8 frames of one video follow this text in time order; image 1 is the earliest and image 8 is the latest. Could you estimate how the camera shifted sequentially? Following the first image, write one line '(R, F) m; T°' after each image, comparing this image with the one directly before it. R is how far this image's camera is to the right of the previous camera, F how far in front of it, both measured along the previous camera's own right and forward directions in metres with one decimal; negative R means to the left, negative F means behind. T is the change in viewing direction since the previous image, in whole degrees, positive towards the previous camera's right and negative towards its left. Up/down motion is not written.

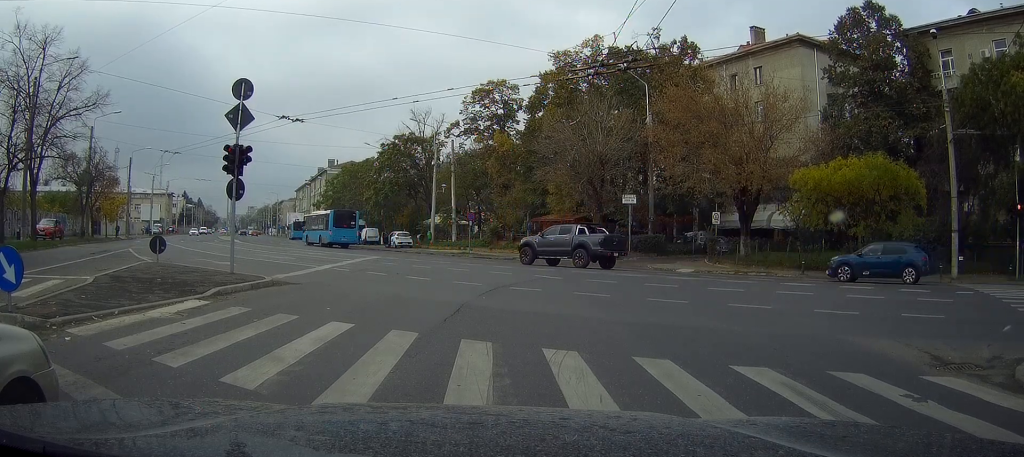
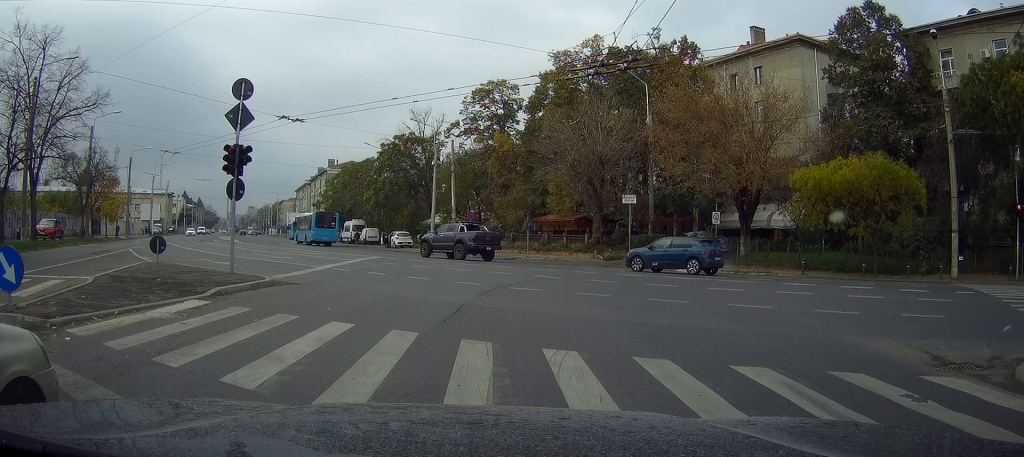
(0.0, 0.0) m; 0°
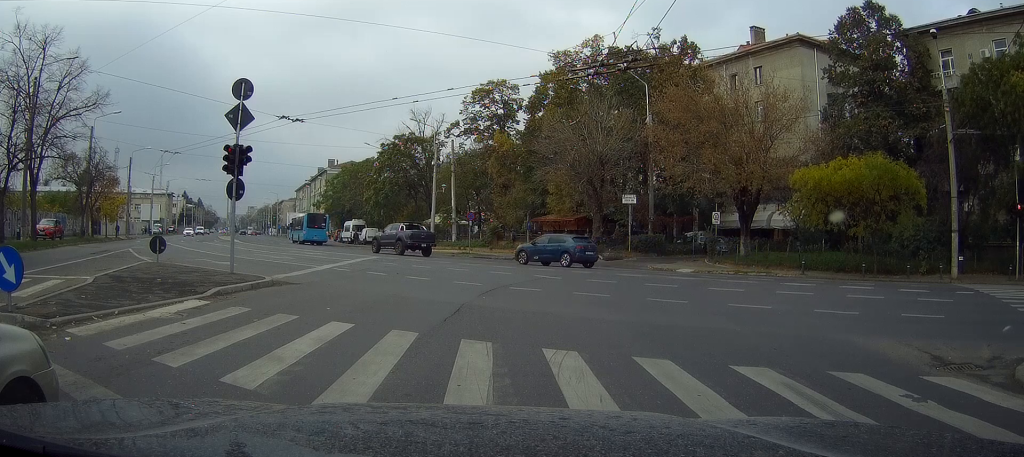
(0.0, 0.0) m; 0°
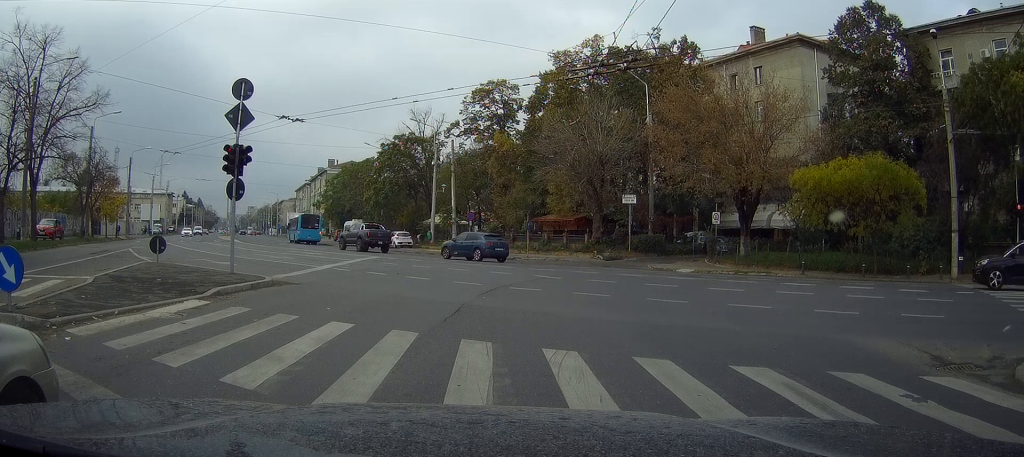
(0.0, 0.0) m; 0°
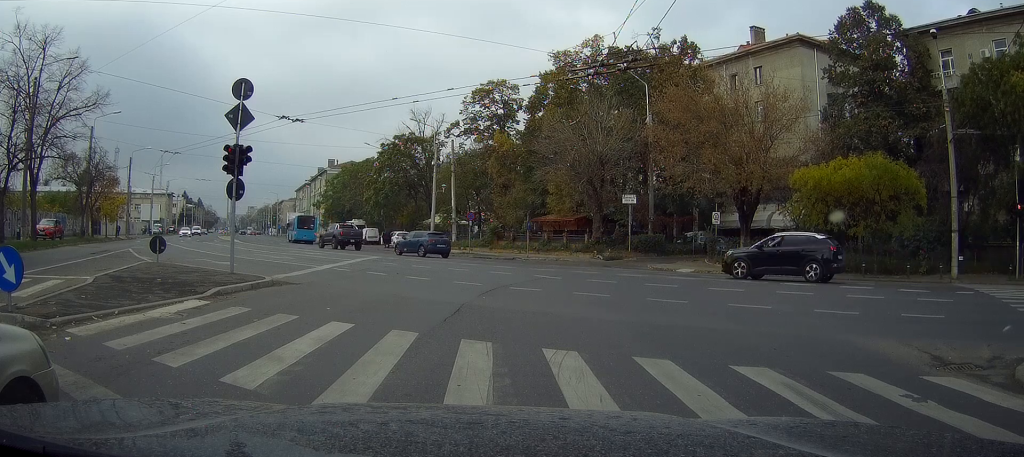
(0.0, 0.0) m; 0°
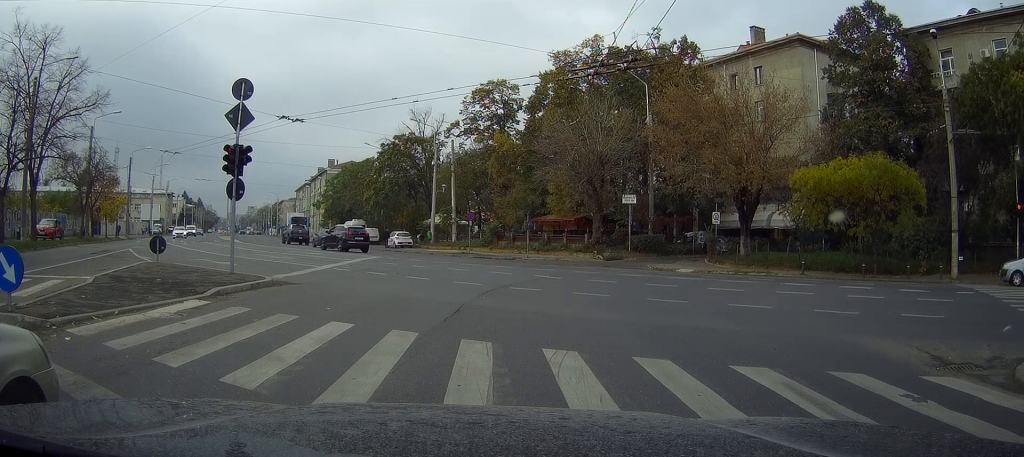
(0.0, 0.0) m; 0°
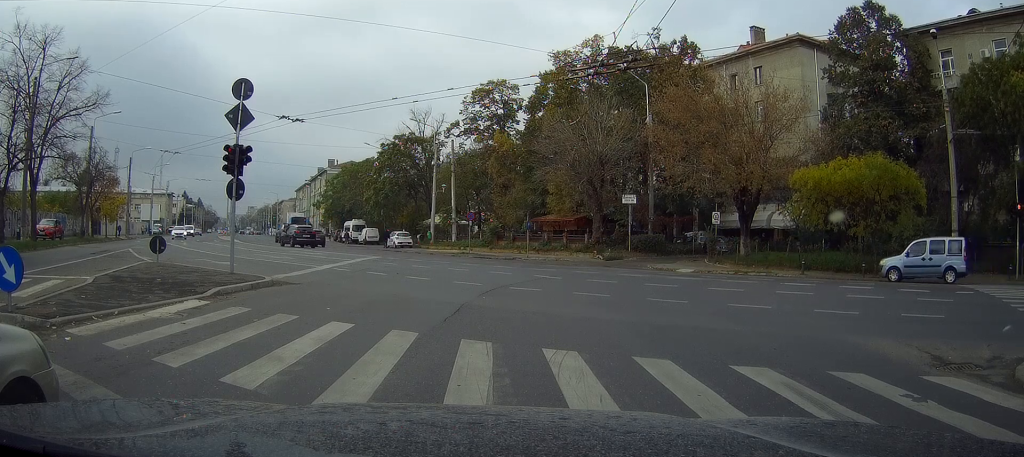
(0.0, 0.0) m; 0°
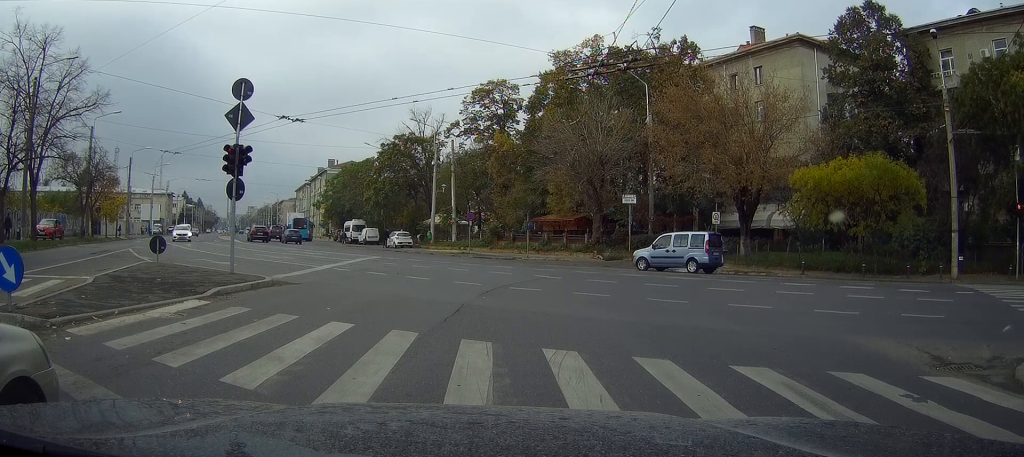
(0.0, 0.0) m; 0°
